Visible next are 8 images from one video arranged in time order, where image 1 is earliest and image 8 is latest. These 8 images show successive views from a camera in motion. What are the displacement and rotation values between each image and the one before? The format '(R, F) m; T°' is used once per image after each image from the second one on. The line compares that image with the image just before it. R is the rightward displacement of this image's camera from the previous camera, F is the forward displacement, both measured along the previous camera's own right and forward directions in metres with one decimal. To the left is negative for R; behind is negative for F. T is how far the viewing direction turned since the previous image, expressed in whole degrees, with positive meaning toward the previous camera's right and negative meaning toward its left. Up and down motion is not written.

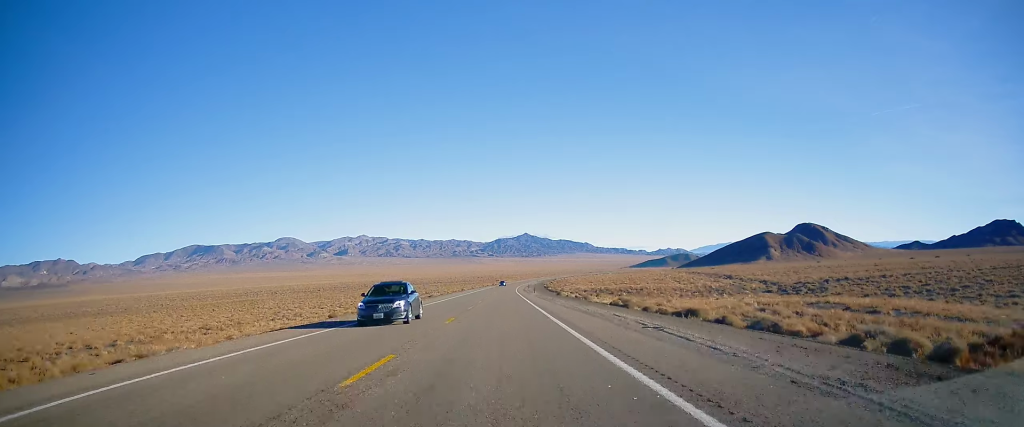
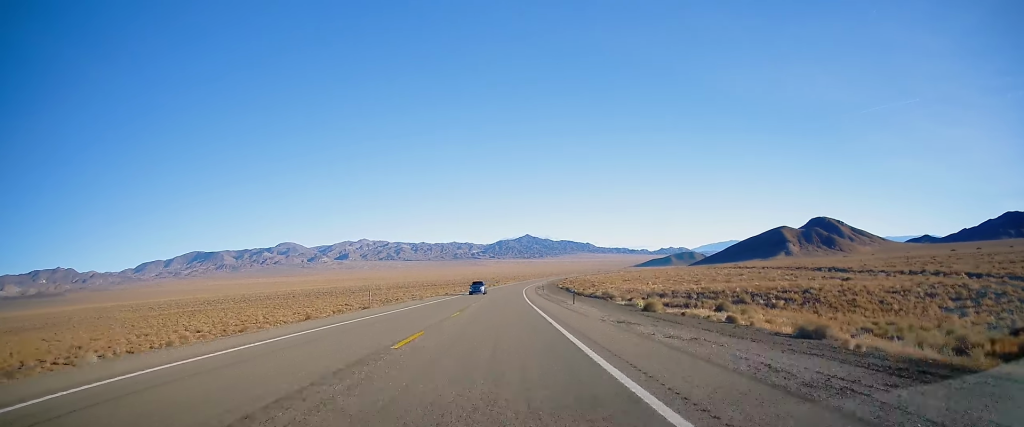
(+0.5, +55.2) m; +1°
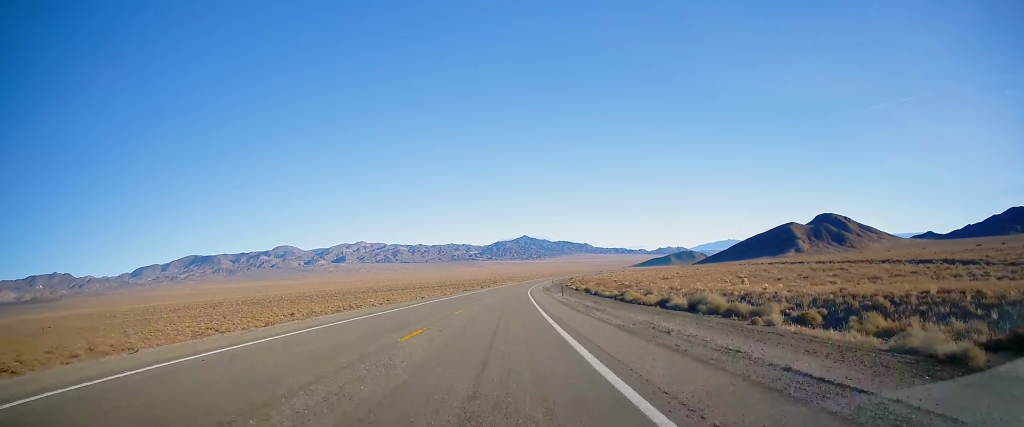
(+0.1, +35.2) m; 0°
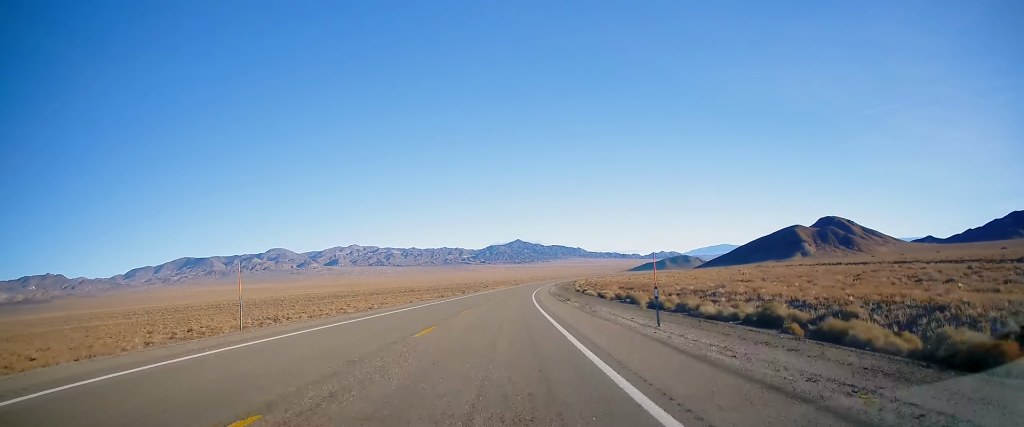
(-0.2, +35.2) m; 0°
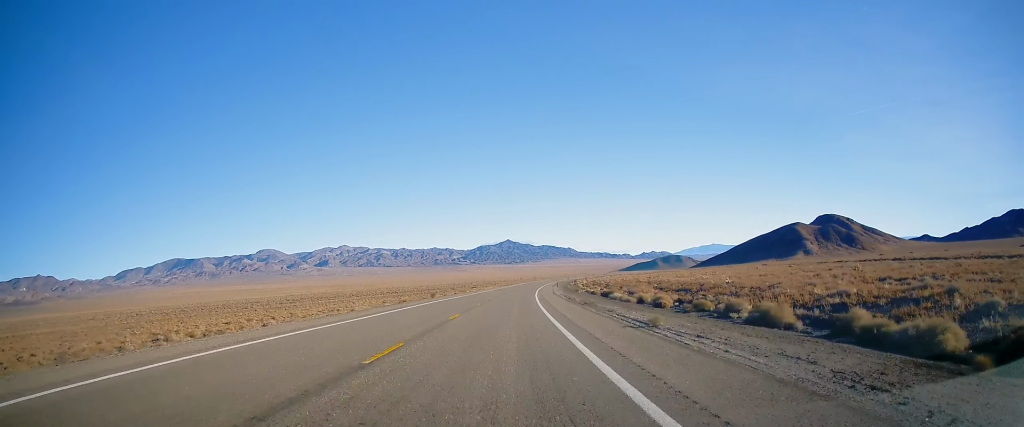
(+0.1, +29.1) m; +1°
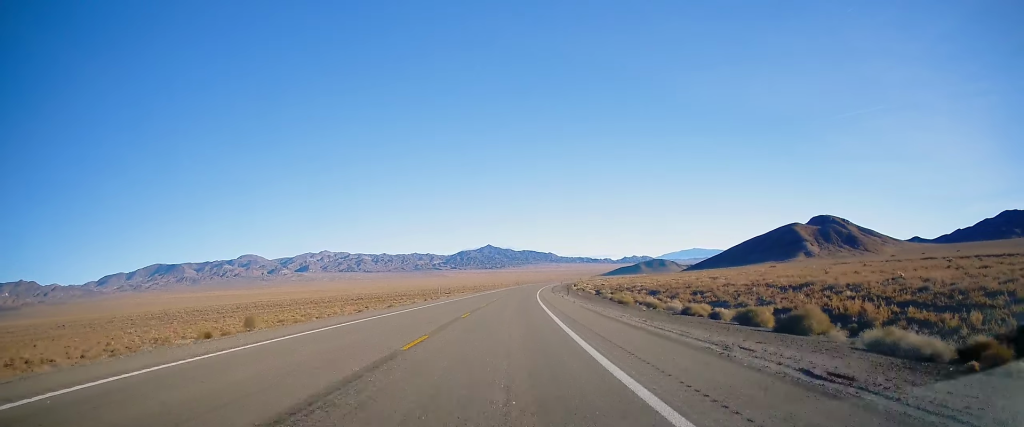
(+1.1, +46.1) m; +2°
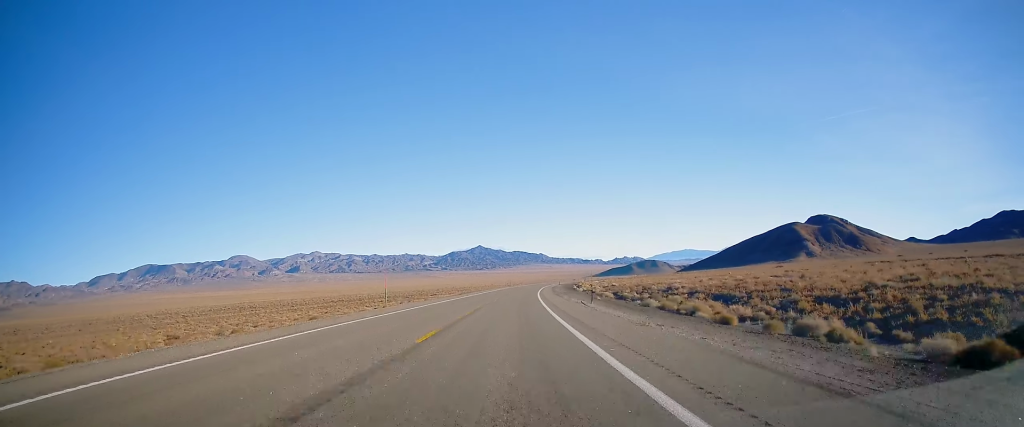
(+0.2, +23.2) m; +1°
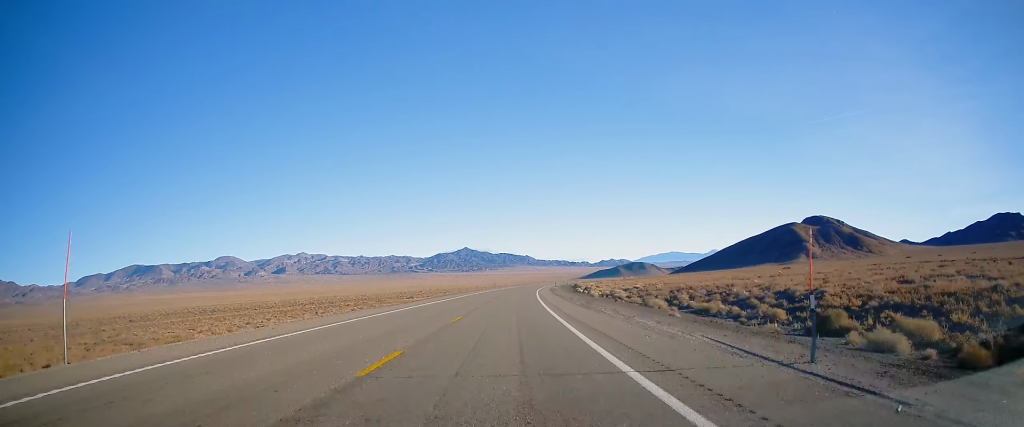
(+0.1, +29.3) m; +1°
